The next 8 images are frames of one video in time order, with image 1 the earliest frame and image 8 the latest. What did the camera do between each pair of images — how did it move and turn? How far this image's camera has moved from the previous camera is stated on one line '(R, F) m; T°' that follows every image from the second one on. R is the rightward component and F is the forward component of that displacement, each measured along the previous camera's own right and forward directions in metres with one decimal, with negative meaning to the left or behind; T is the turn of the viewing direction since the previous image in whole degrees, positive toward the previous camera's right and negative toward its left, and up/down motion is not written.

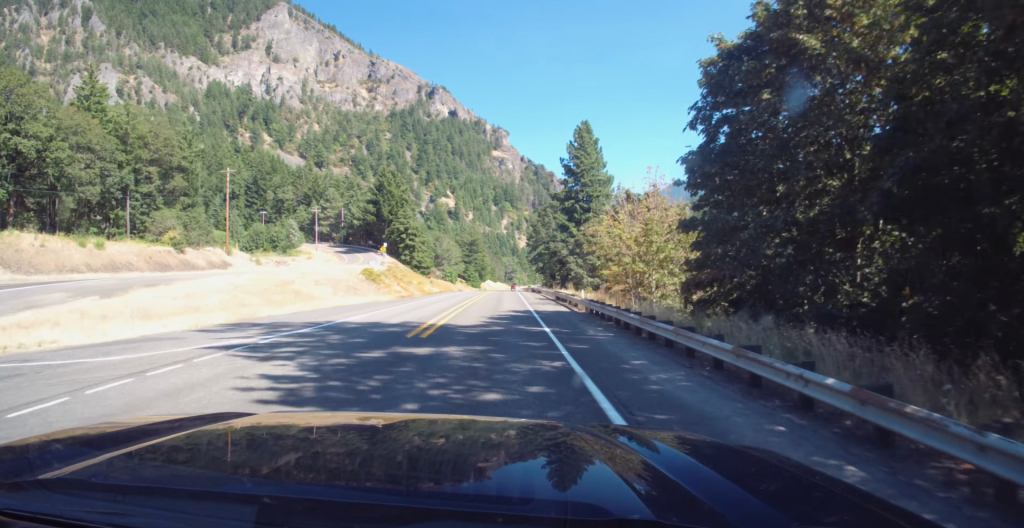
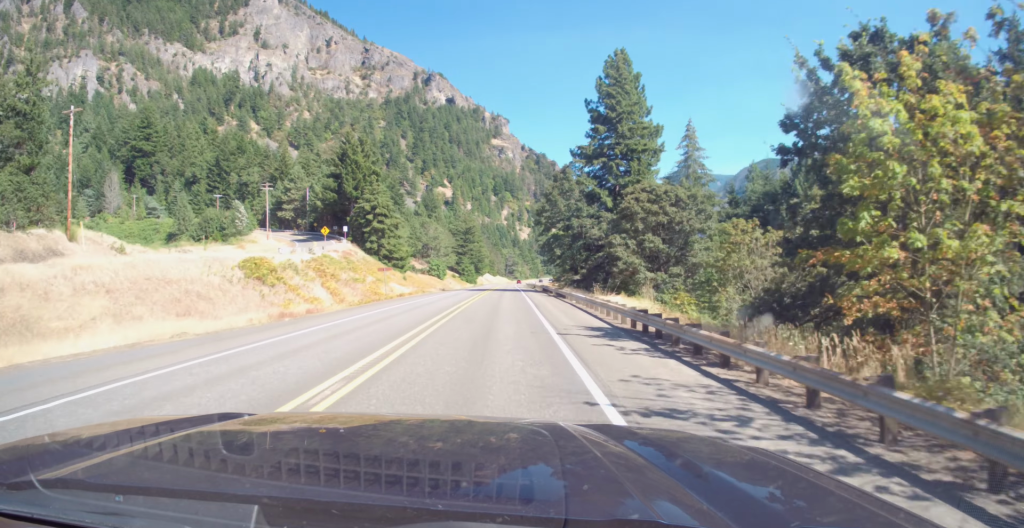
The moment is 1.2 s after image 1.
(0.0, +33.7) m; 0°
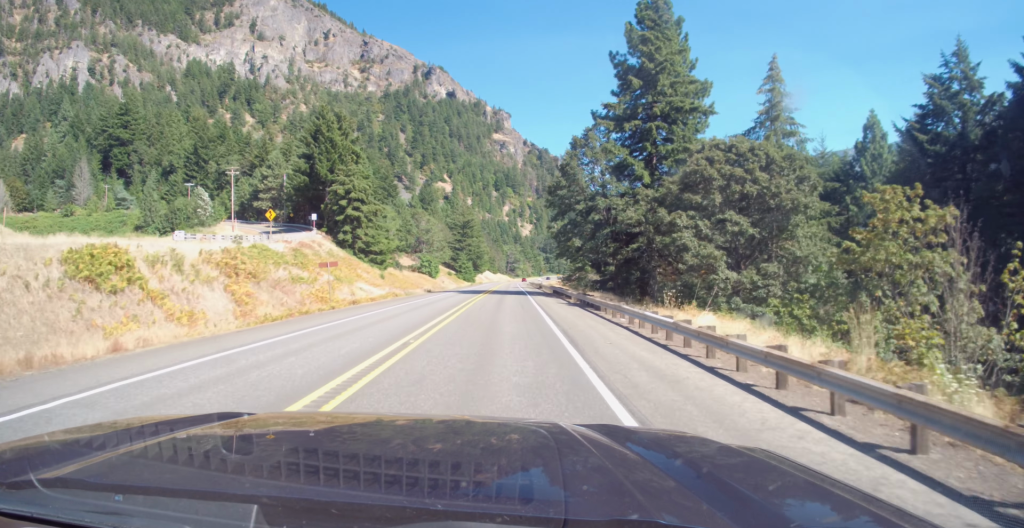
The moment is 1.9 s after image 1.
(0.0, +17.0) m; 0°
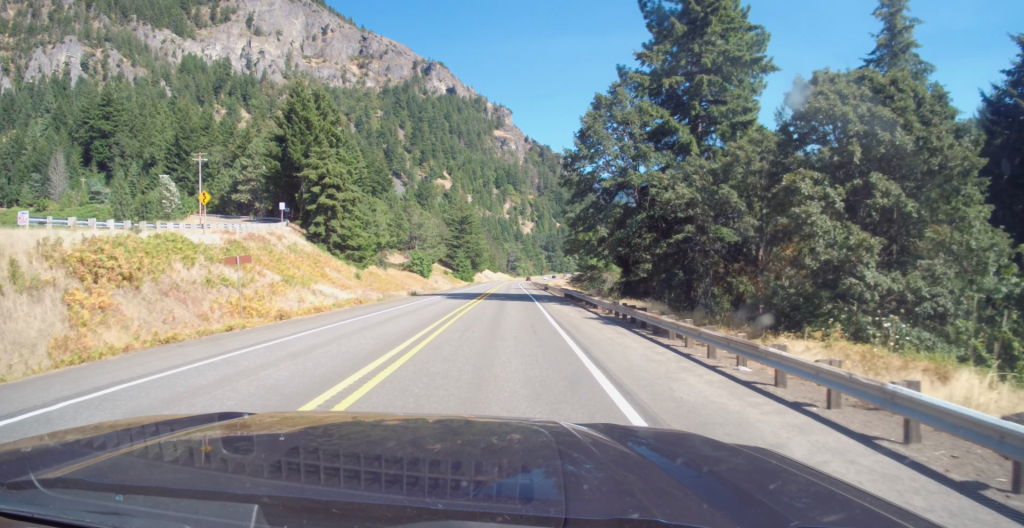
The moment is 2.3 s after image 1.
(-0.1, +13.0) m; 0°
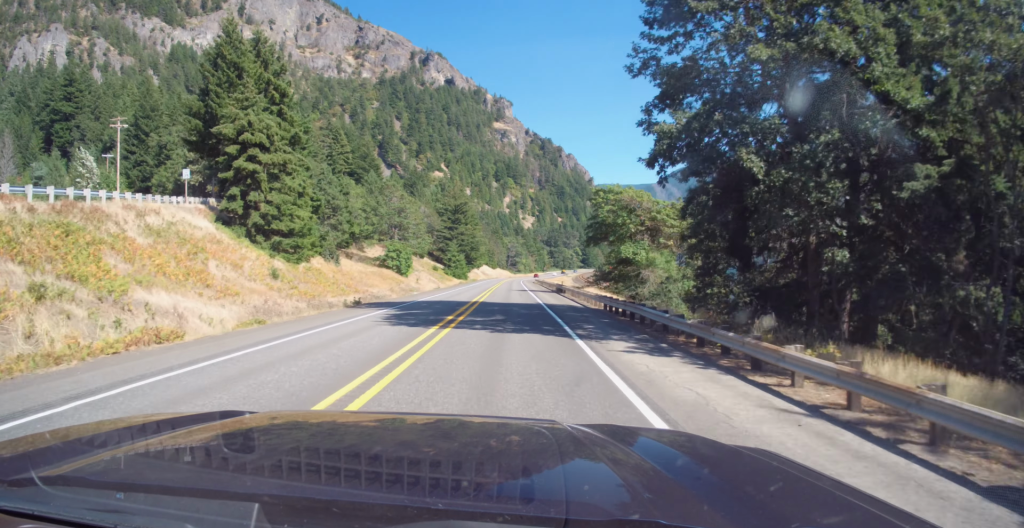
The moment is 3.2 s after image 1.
(0.0, +23.2) m; 0°
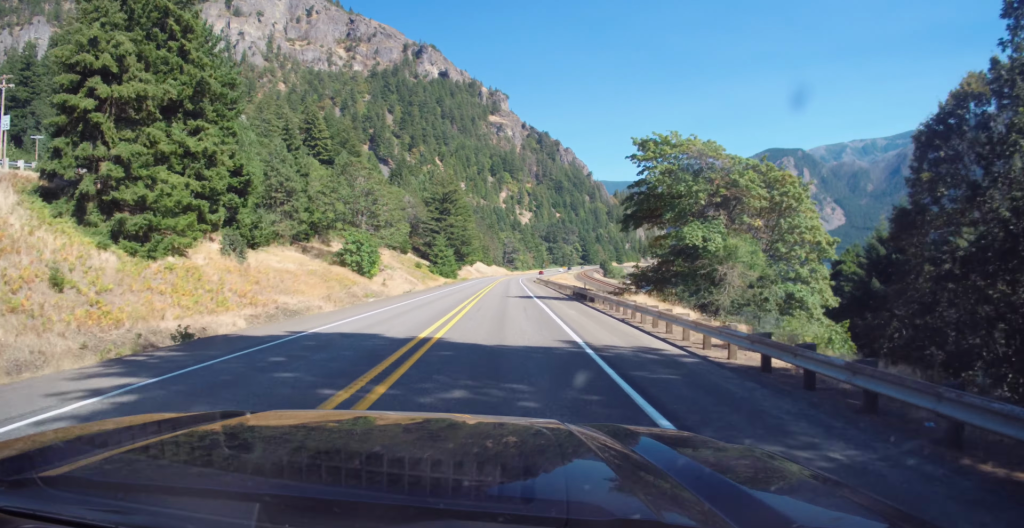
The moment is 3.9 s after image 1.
(0.0, +21.7) m; 0°
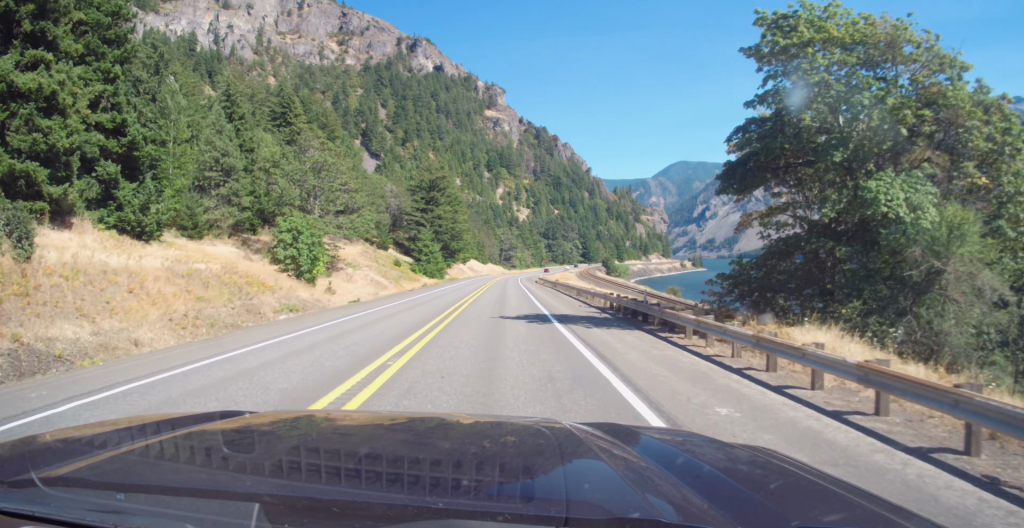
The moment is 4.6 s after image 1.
(0.0, +18.9) m; 0°
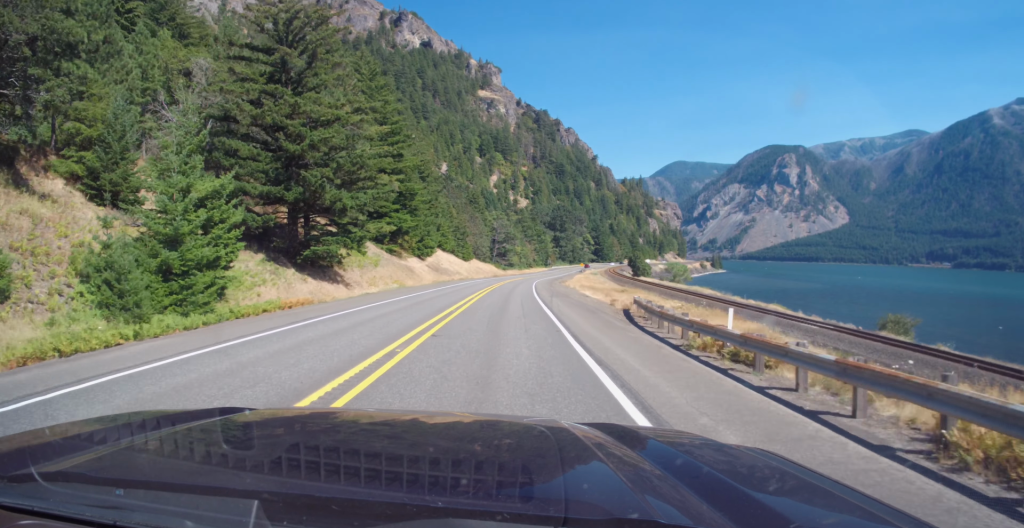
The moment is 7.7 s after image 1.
(+1.4, +83.3) m; +1°
